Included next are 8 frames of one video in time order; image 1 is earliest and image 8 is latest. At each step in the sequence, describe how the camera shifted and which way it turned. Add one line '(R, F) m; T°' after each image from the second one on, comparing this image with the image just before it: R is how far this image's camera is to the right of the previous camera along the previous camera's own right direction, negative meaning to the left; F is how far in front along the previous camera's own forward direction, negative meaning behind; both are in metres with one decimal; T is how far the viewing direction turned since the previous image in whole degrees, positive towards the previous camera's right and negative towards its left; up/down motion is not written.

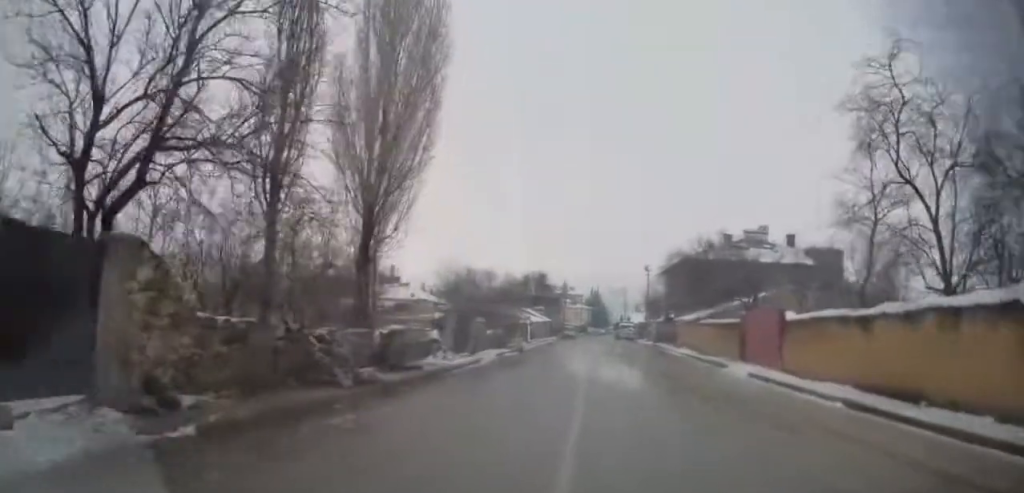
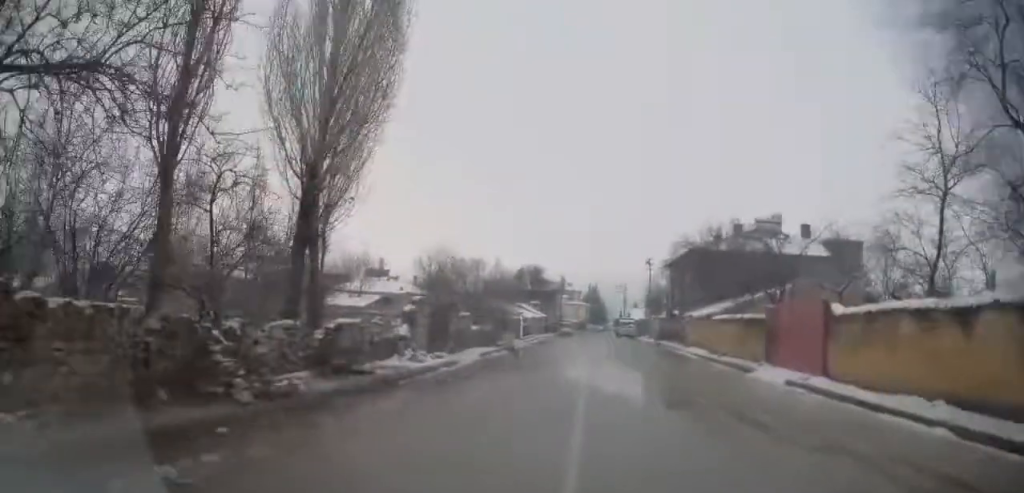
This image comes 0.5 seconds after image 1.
(+0.1, +4.3) m; 0°
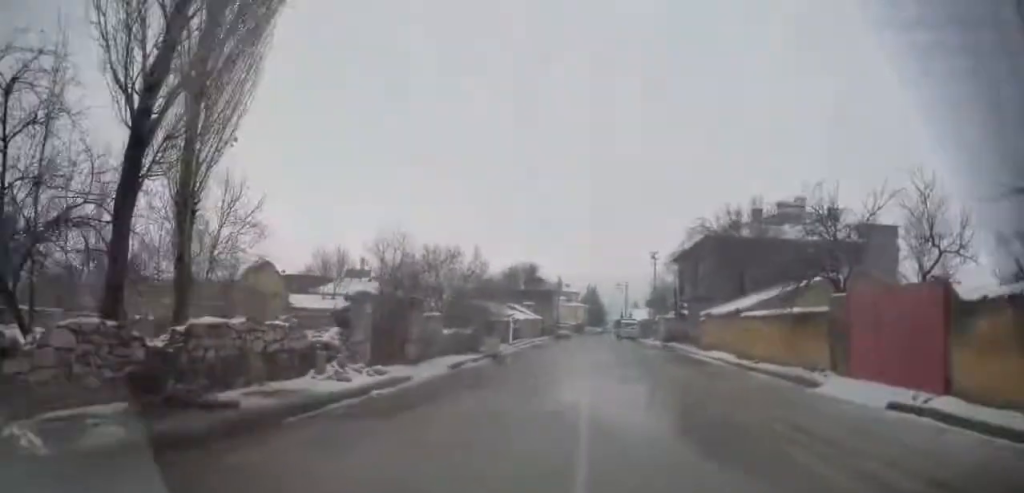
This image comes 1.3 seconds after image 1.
(+0.1, +6.8) m; -1°
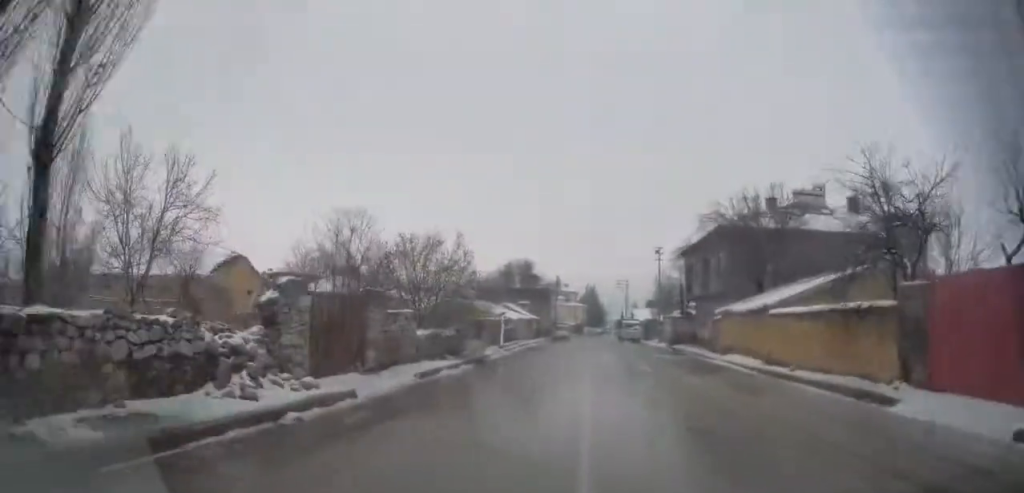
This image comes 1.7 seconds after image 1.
(-0.2, +4.2) m; -1°
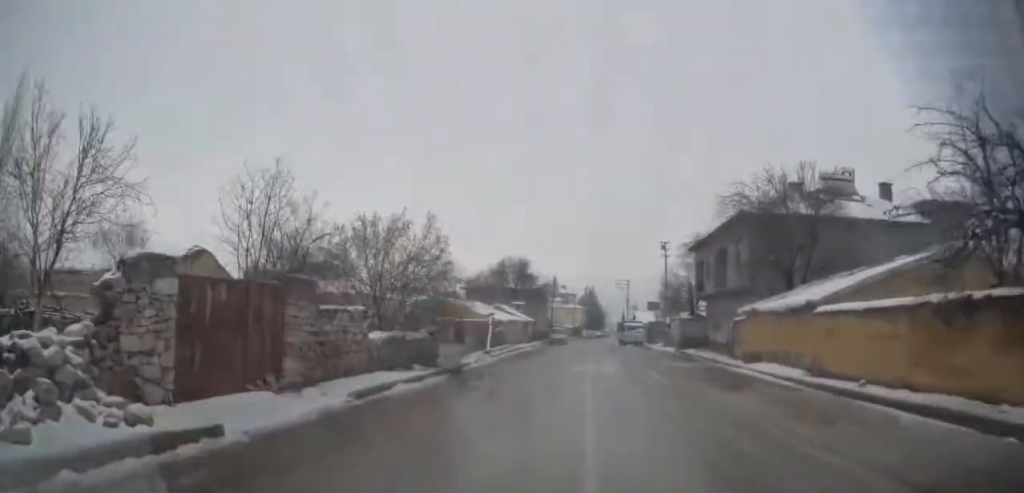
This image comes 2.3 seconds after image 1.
(-0.1, +5.1) m; -1°
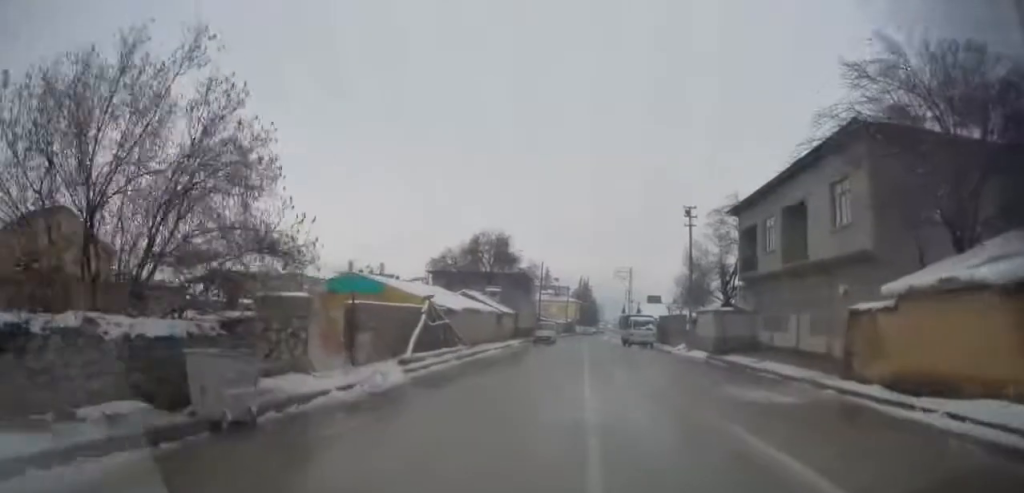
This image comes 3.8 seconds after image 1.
(+0.1, +13.5) m; 0°
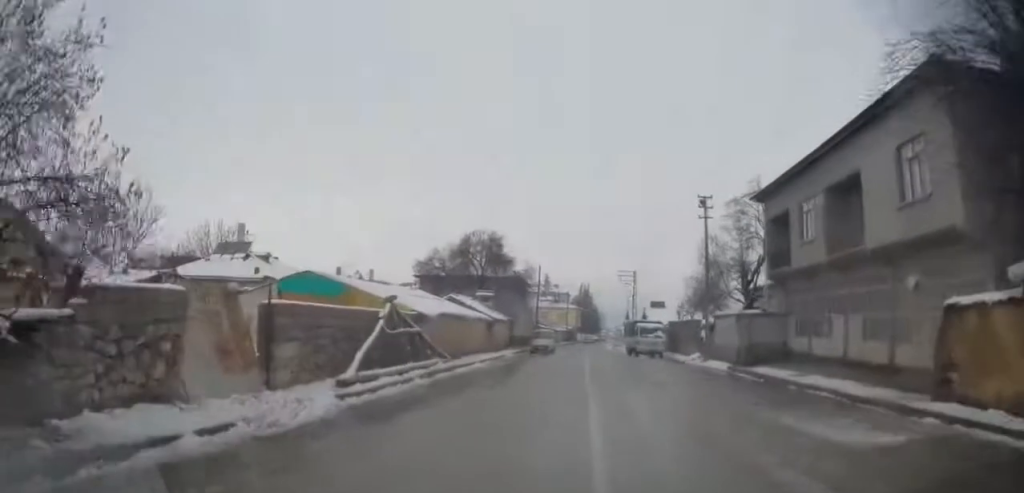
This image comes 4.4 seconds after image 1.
(0.0, +4.7) m; -1°
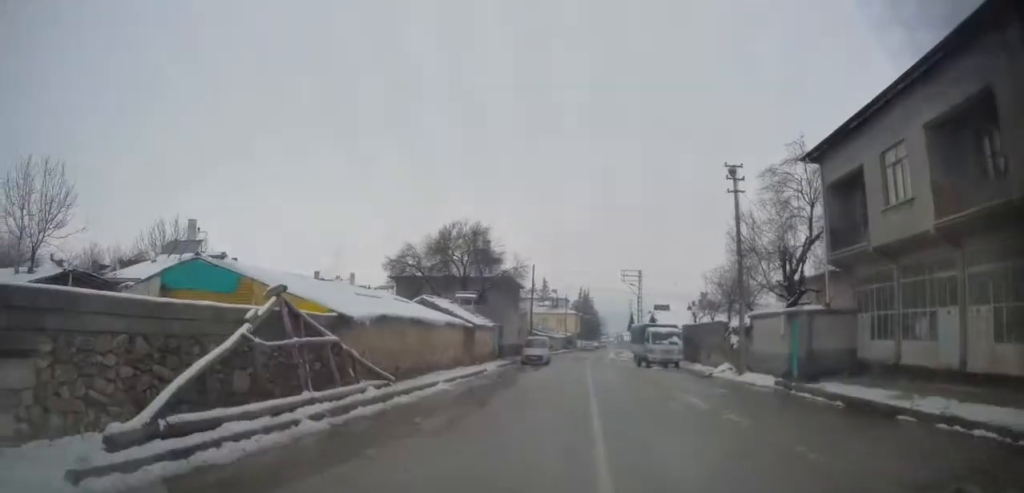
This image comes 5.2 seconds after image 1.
(-0.1, +7.4) m; -1°
